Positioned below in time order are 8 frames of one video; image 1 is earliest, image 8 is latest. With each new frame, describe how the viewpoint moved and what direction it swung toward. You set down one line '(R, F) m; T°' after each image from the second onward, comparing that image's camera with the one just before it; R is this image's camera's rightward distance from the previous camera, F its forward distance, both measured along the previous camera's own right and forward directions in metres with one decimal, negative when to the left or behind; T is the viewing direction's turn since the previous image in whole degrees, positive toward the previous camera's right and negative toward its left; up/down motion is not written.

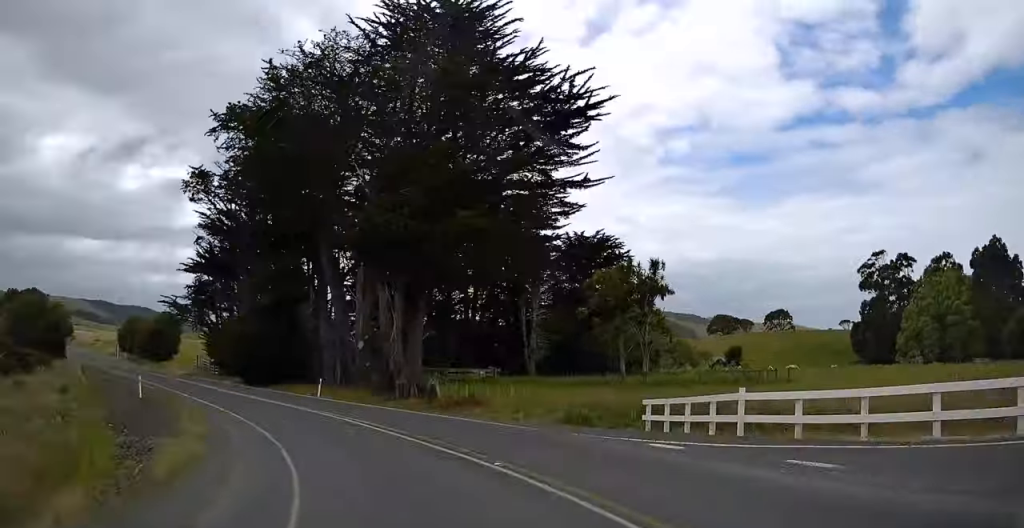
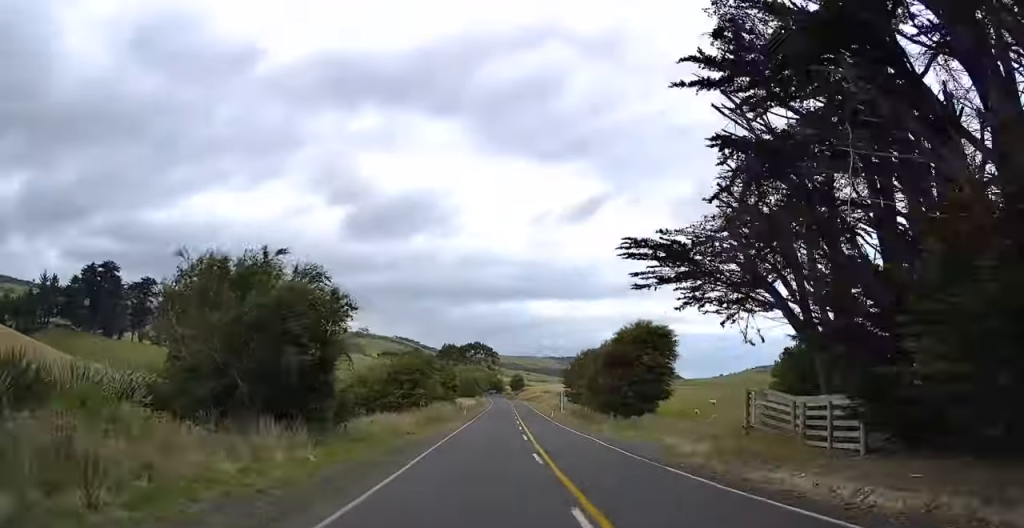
(-18.6, +49.2) m; -27°
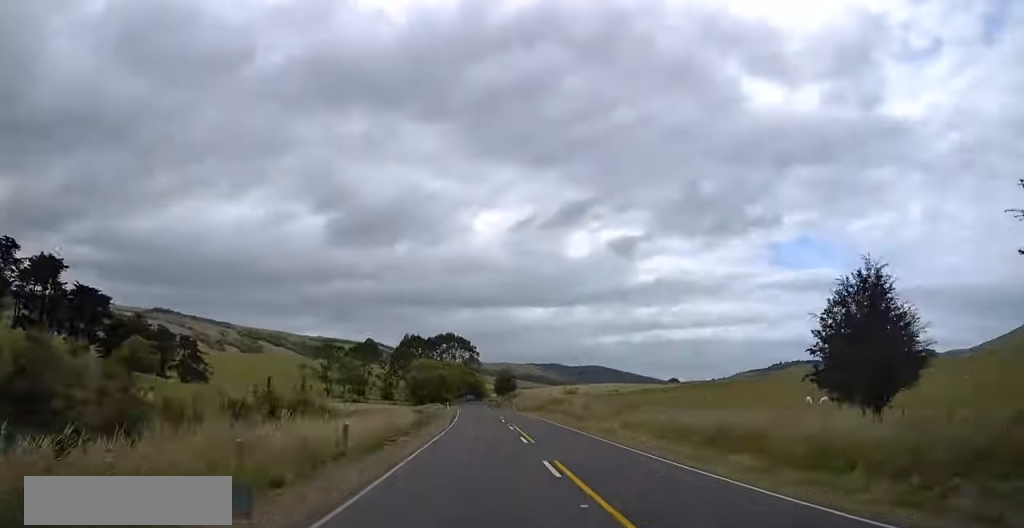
(-10.7, +82.8) m; -7°
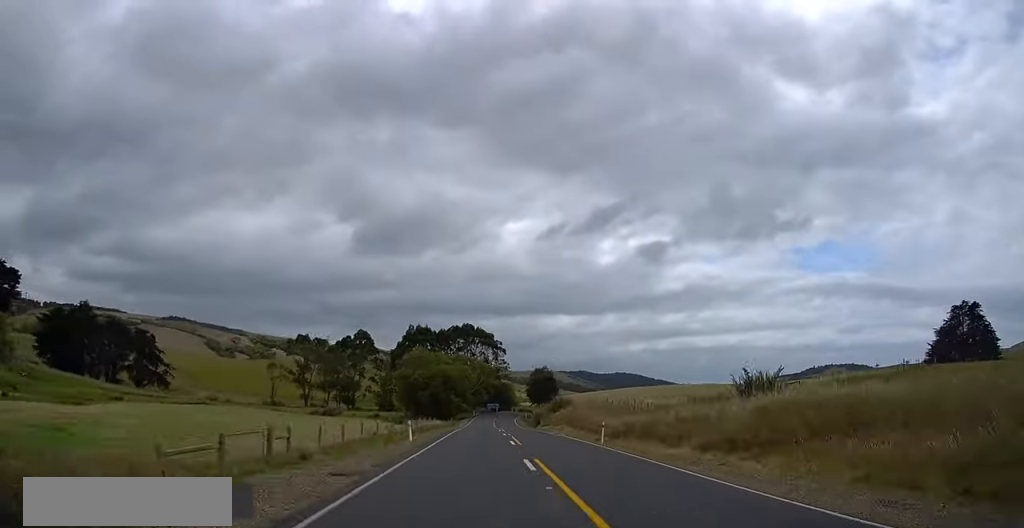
(0.0, +57.0) m; 0°
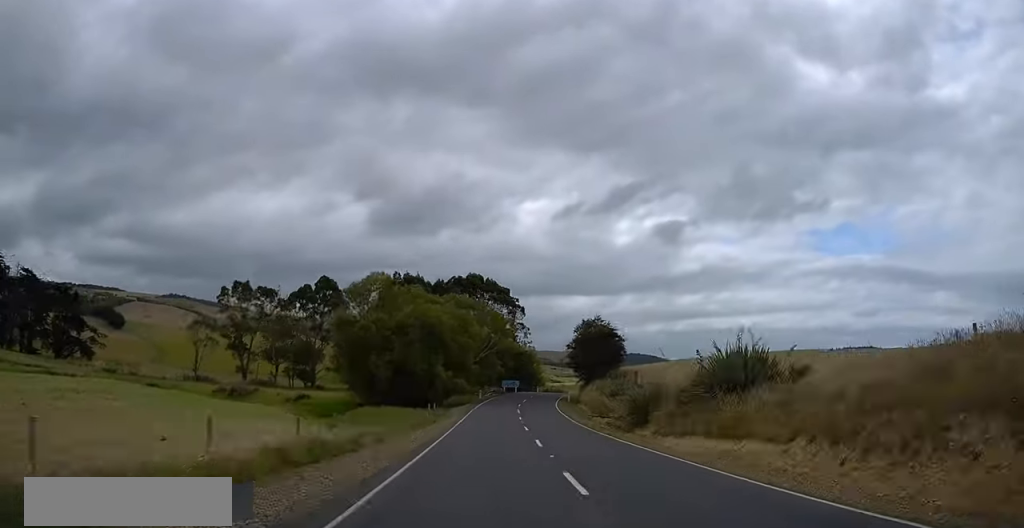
(-0.4, +54.2) m; +1°
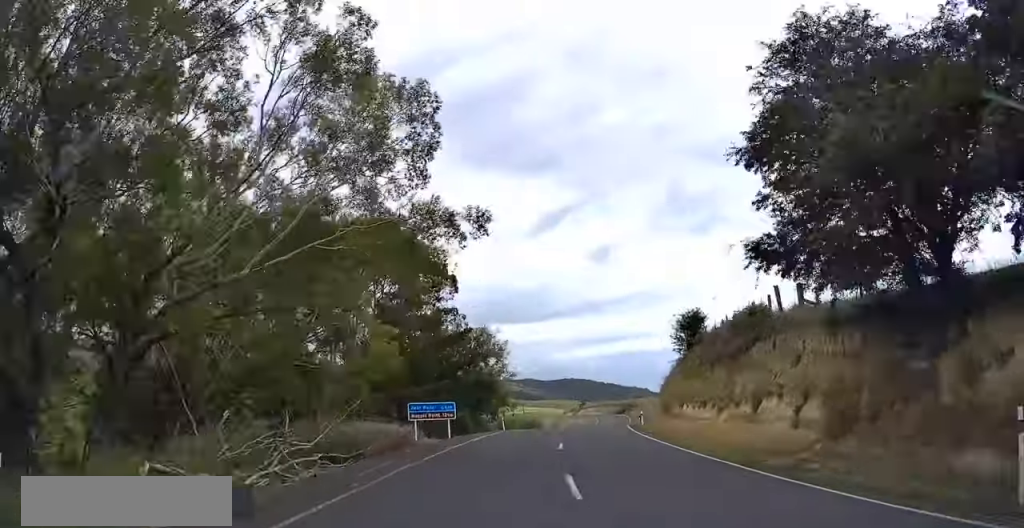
(+0.9, +72.1) m; +7°
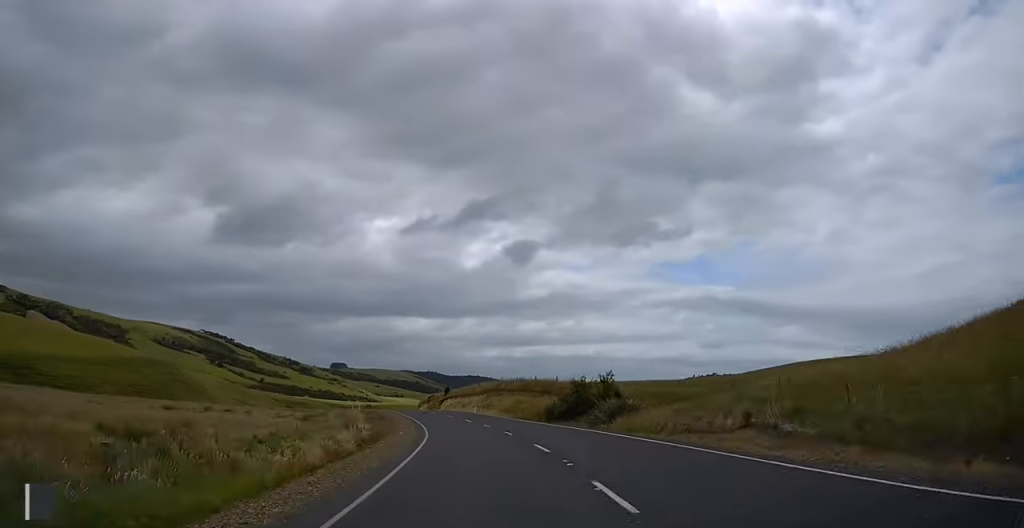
(+17.2, +153.6) m; 0°
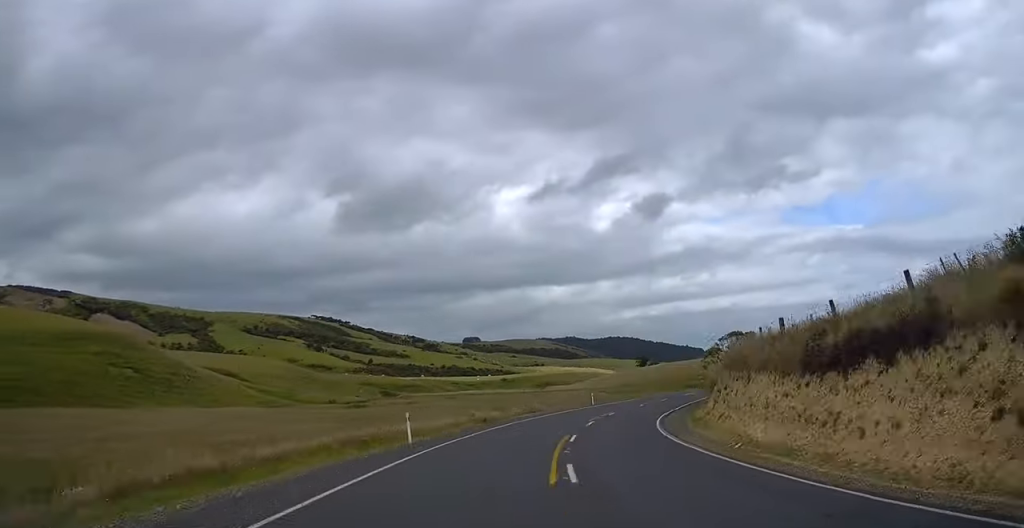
(-7.8, +116.3) m; +5°
